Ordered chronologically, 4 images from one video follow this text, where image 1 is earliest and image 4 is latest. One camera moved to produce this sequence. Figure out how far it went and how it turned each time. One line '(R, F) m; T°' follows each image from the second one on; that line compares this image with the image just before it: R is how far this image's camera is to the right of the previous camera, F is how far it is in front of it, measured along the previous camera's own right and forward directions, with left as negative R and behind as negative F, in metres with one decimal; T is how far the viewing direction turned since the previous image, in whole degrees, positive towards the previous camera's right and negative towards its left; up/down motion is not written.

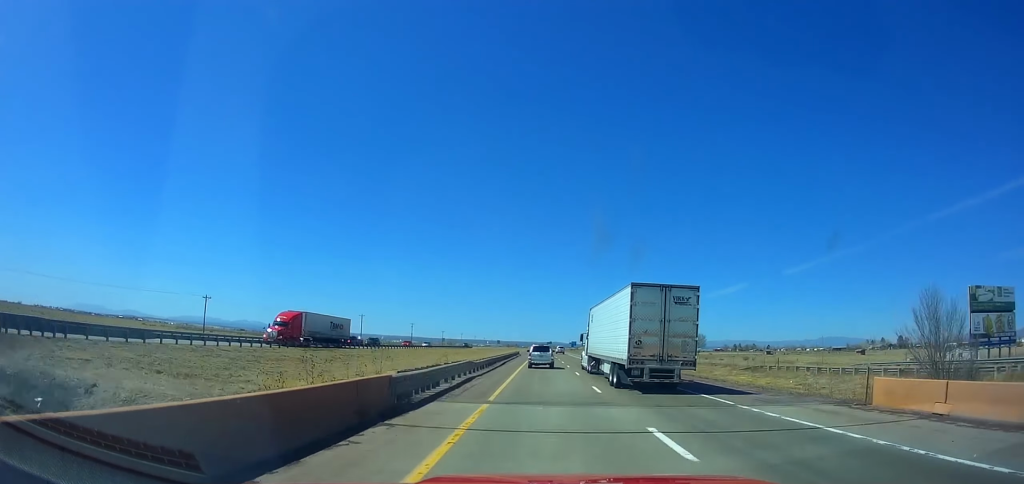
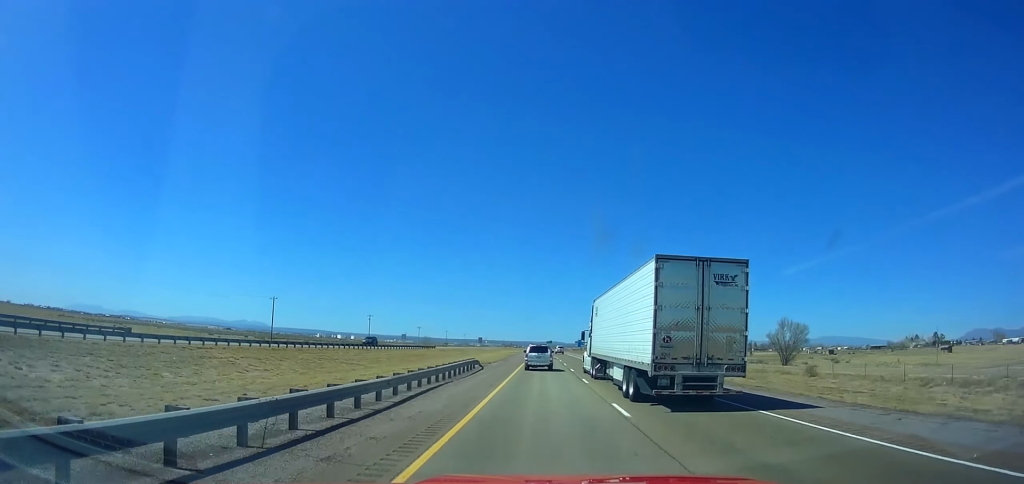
(+0.2, +67.9) m; 0°
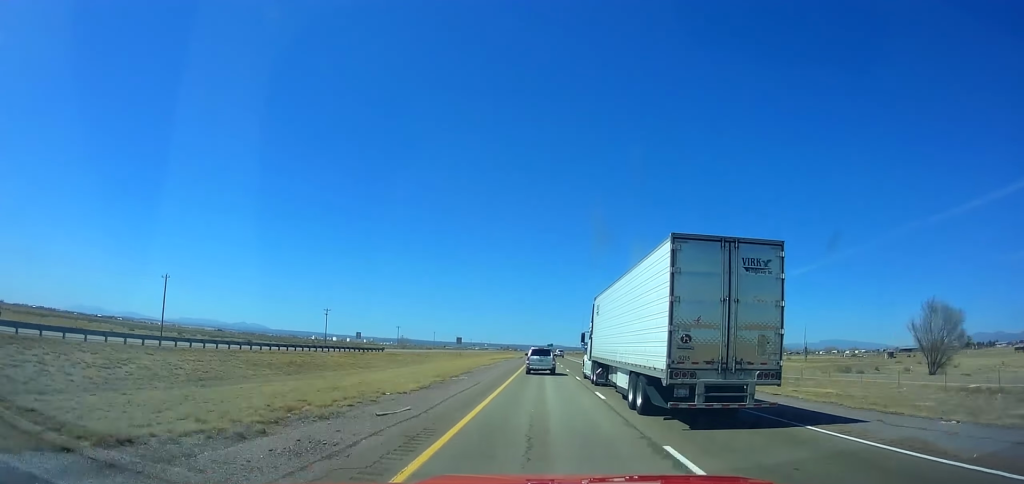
(+0.2, +43.9) m; 0°
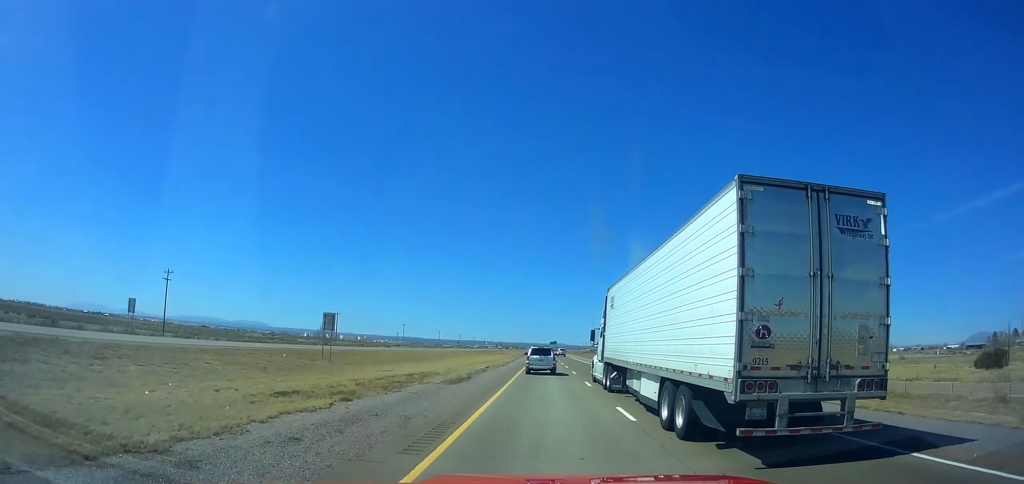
(+0.1, +80.2) m; 0°
